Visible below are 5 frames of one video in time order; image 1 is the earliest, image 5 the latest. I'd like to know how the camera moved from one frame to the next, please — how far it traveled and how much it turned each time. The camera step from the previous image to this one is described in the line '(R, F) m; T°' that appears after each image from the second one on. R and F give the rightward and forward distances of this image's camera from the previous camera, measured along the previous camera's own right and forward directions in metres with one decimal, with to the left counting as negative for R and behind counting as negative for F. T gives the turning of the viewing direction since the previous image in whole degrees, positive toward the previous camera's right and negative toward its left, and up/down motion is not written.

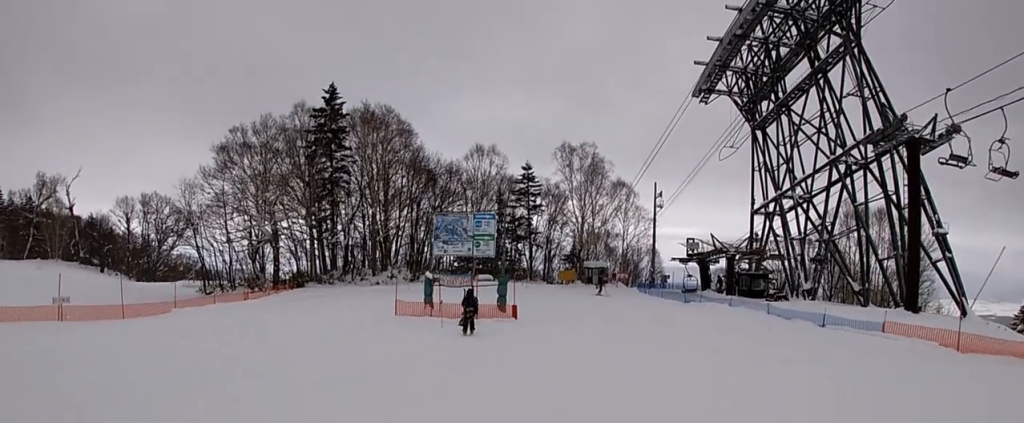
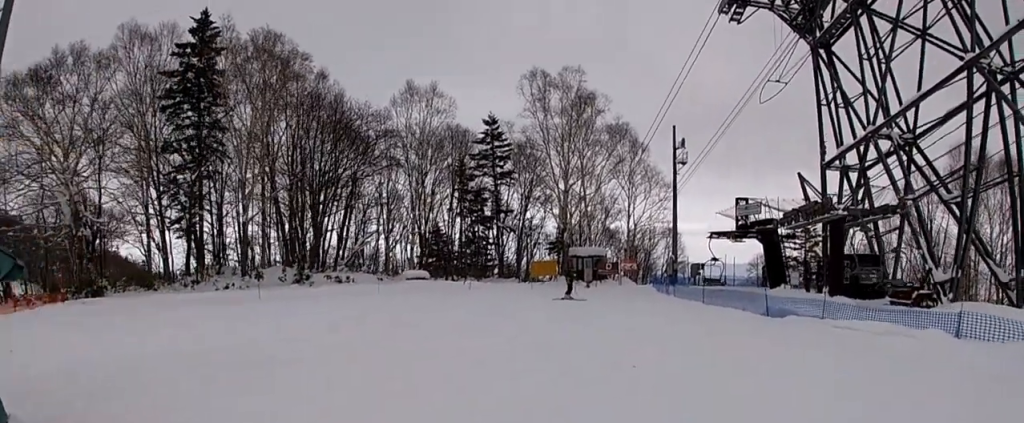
(-0.4, +19.0) m; +11°
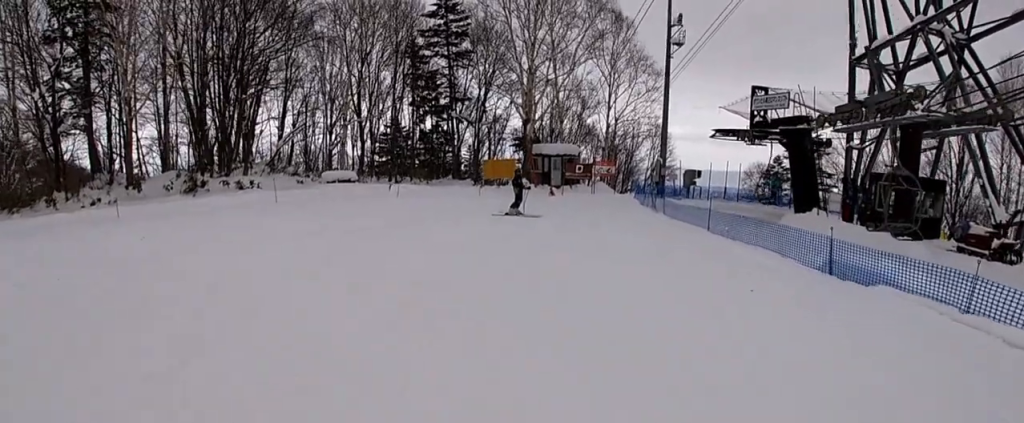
(-0.1, +6.6) m; -8°
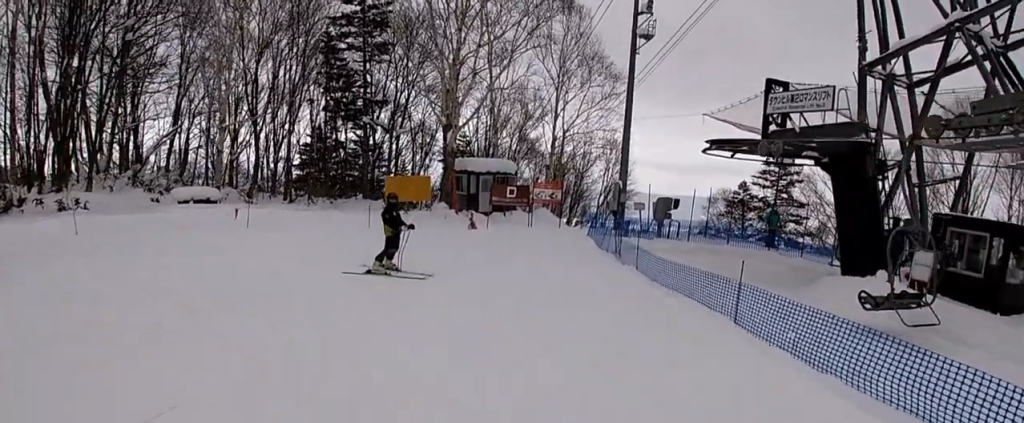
(-0.2, +7.4) m; -5°
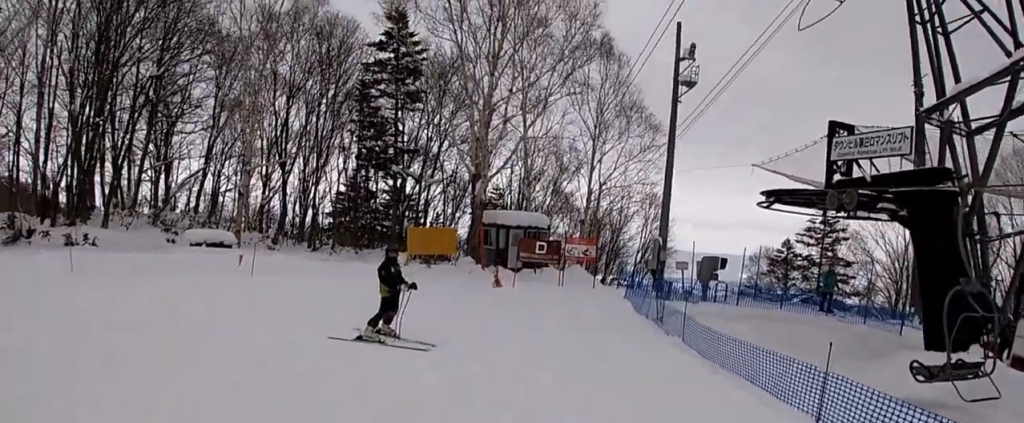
(-0.4, +1.7) m; -5°
